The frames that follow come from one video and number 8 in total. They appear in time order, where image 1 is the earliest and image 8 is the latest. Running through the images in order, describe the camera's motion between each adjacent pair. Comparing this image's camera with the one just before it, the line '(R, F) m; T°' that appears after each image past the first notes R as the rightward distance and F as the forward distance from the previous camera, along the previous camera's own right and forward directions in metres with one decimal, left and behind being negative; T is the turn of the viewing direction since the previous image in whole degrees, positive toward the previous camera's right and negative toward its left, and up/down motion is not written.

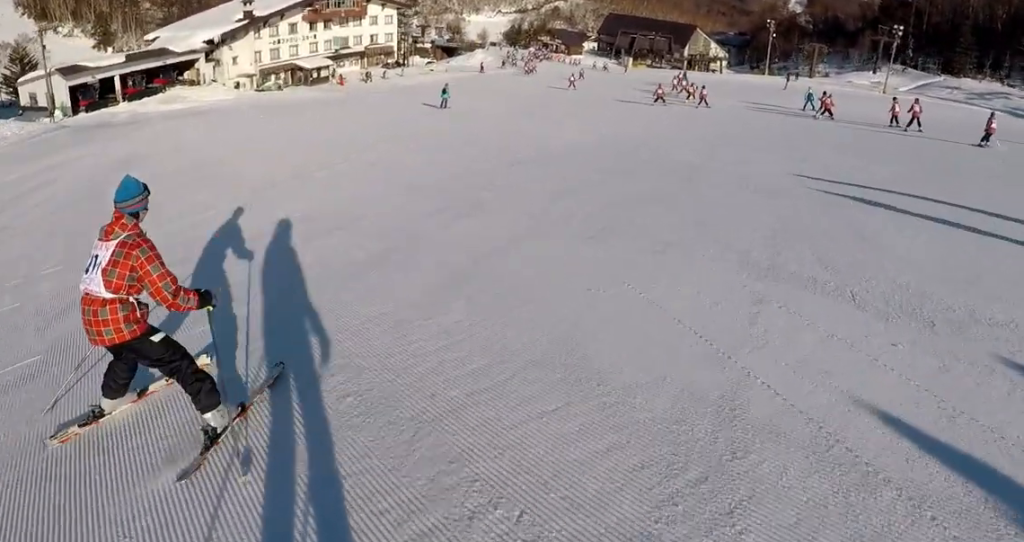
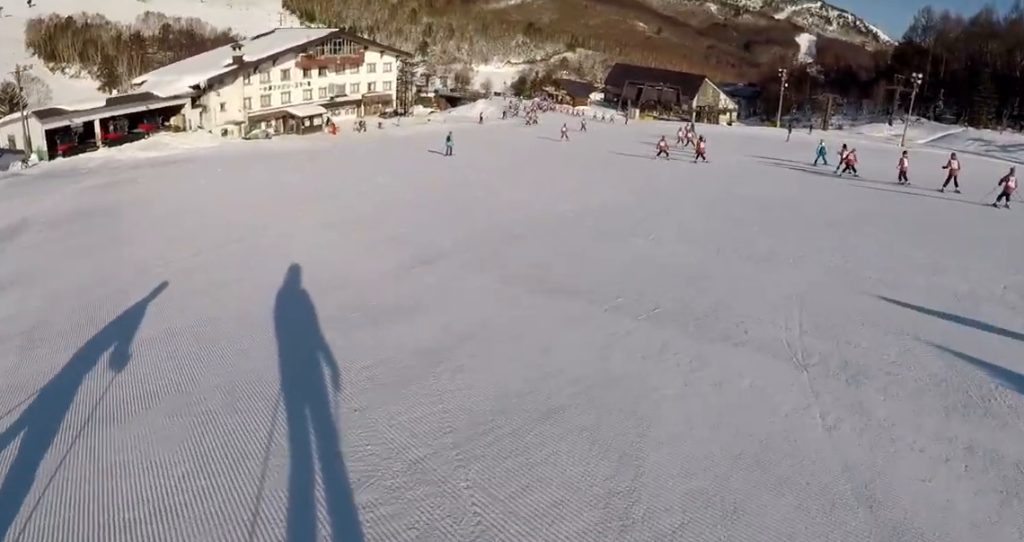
(-0.3, +5.8) m; -9°
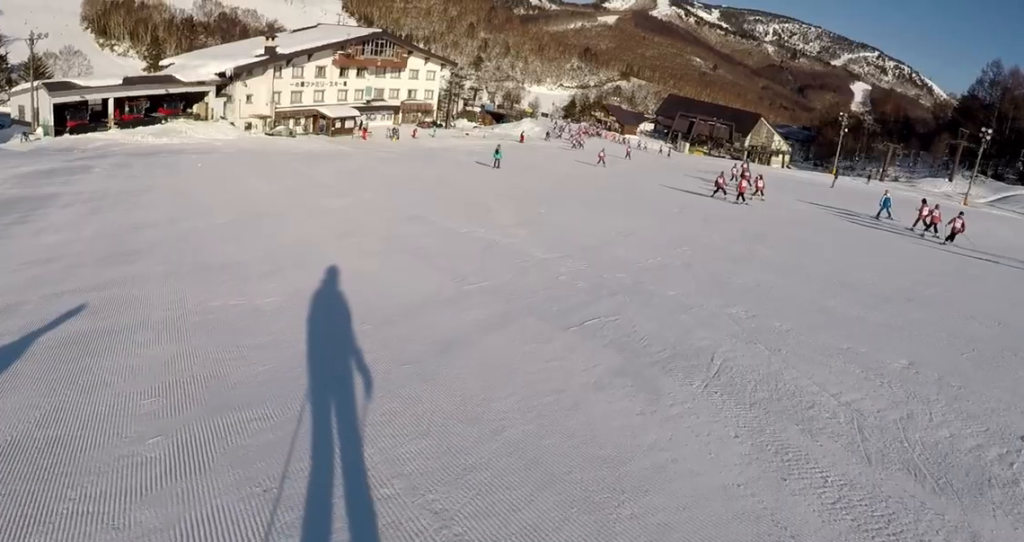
(-0.9, +6.6) m; -10°
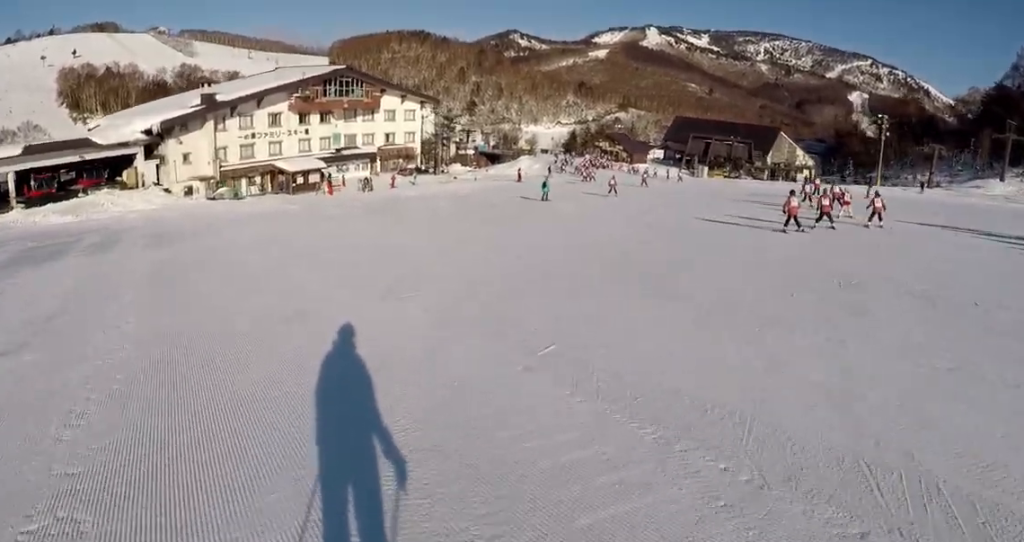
(-0.5, +15.5) m; +3°
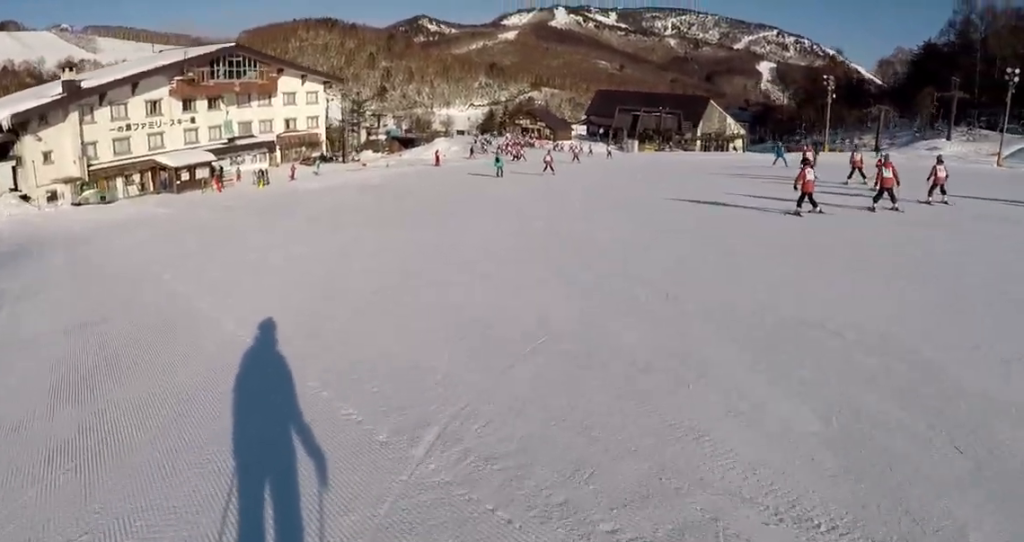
(+0.8, +9.1) m; +6°
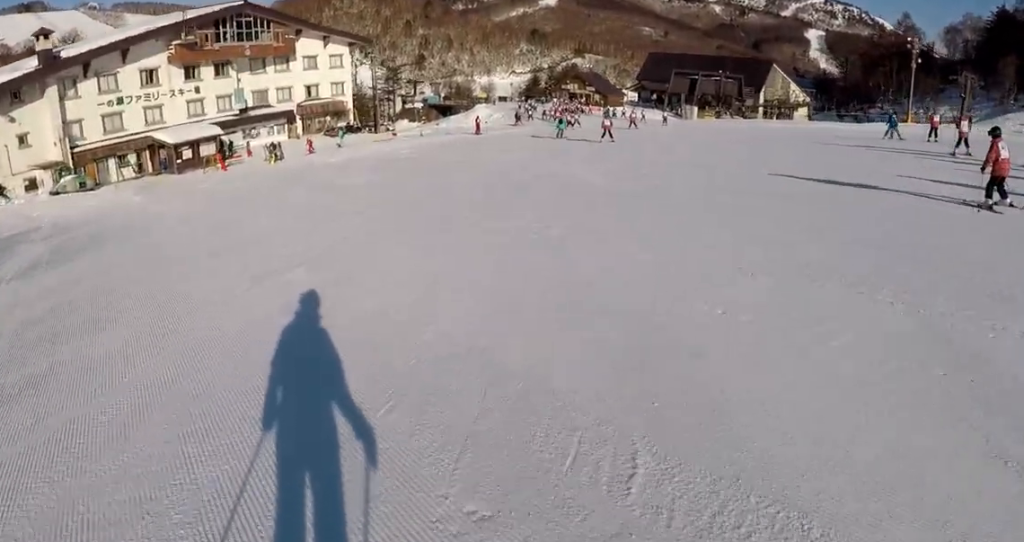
(+0.2, +7.5) m; +5°
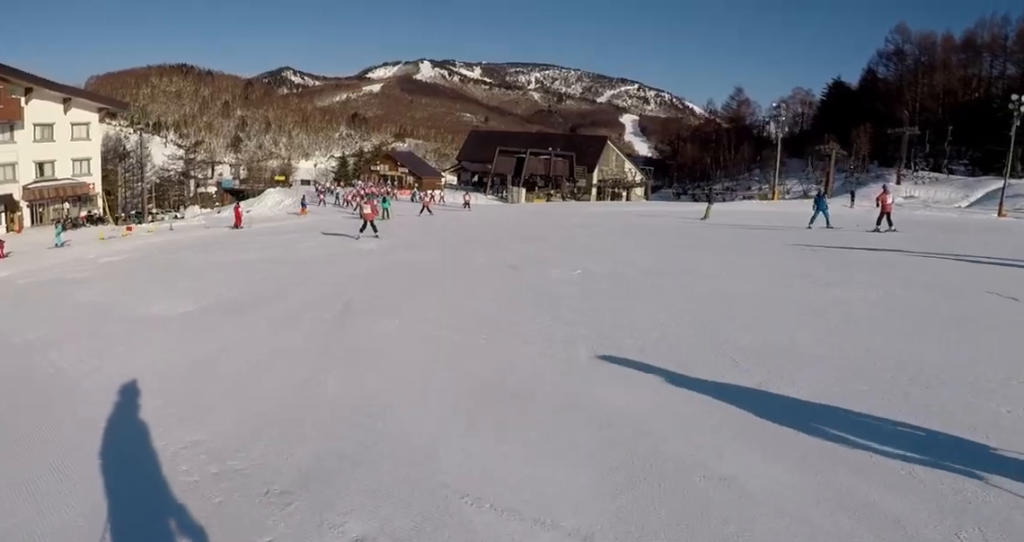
(+1.8, +15.3) m; +11°
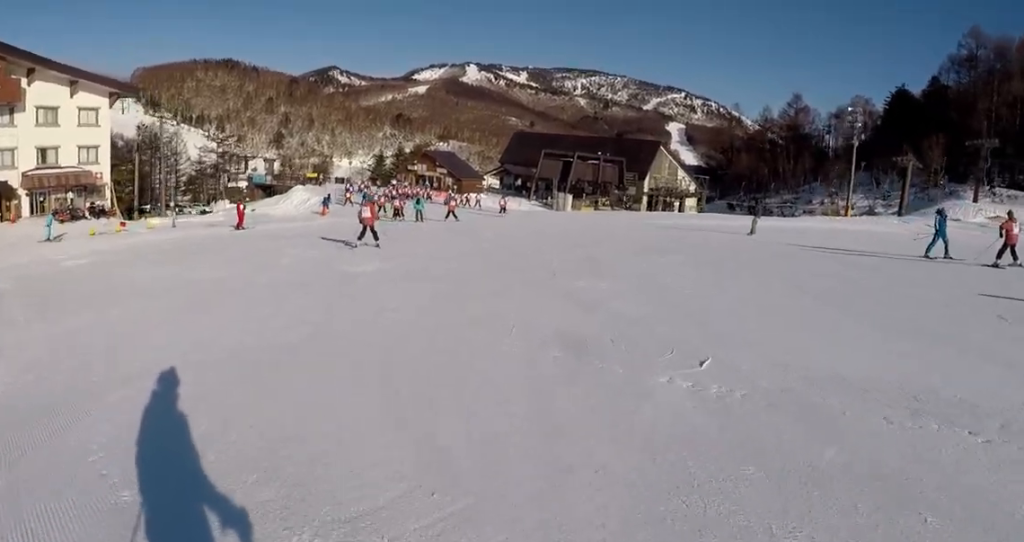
(+0.1, +5.8) m; -1°
